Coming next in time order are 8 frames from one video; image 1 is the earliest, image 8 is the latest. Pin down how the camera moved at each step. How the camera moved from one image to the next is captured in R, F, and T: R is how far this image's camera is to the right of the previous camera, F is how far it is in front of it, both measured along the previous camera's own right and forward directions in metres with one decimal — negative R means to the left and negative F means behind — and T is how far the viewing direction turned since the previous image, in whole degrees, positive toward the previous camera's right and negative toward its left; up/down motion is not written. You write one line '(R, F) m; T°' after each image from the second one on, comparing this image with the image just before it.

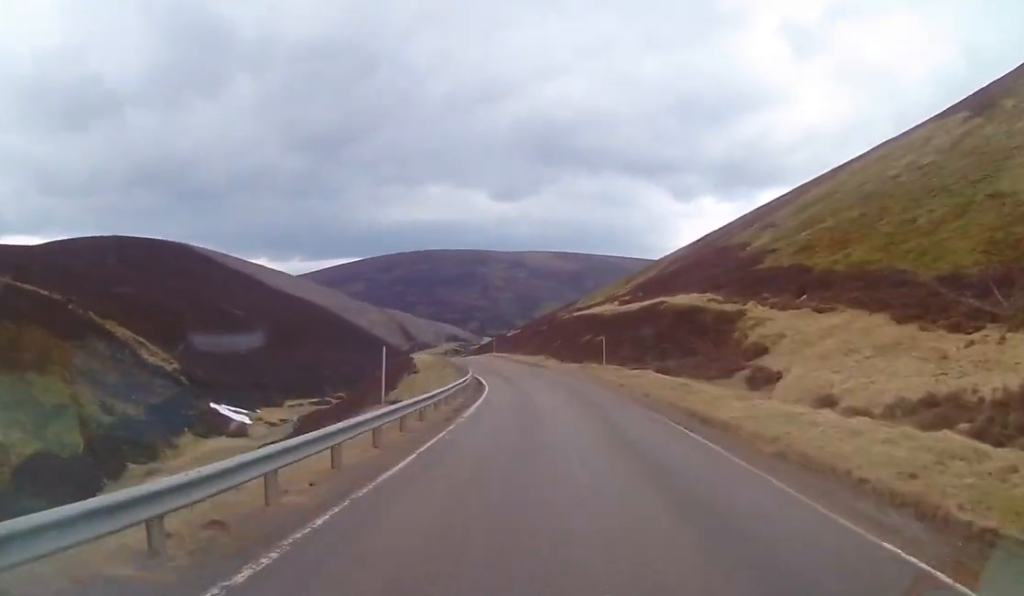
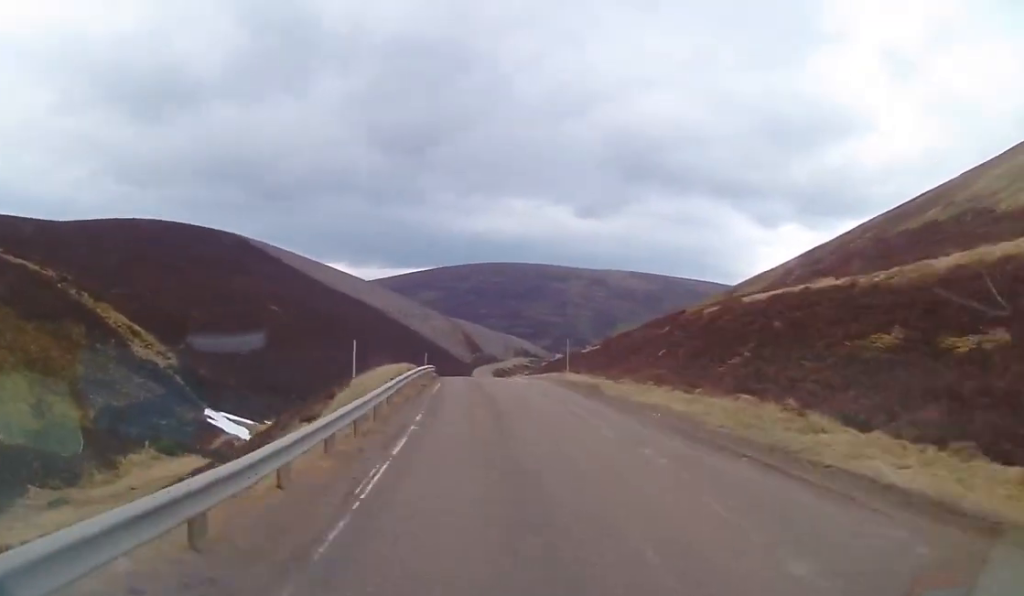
(-1.3, +44.6) m; -7°
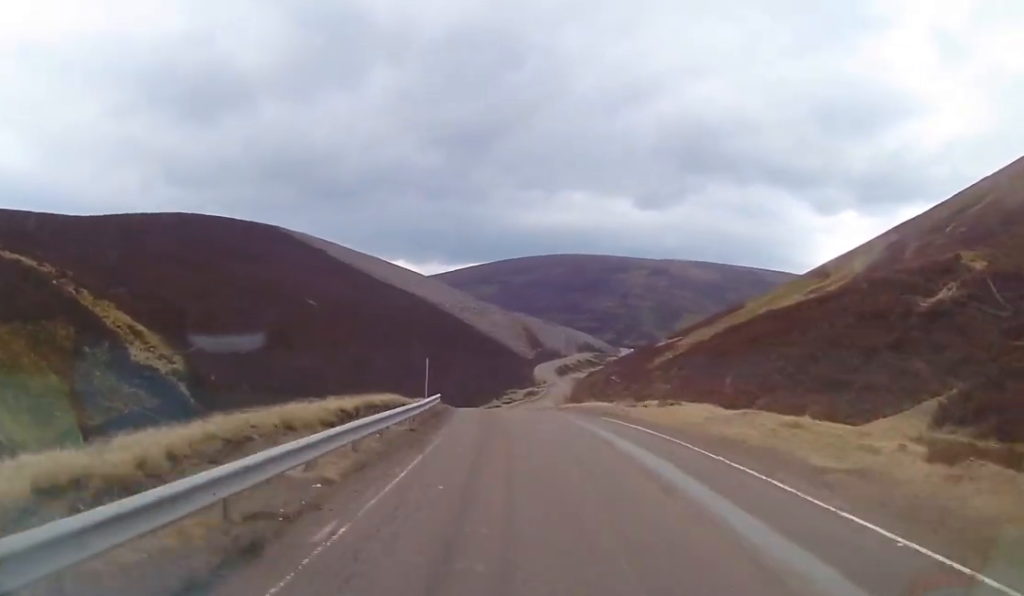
(-0.8, +31.3) m; -4°
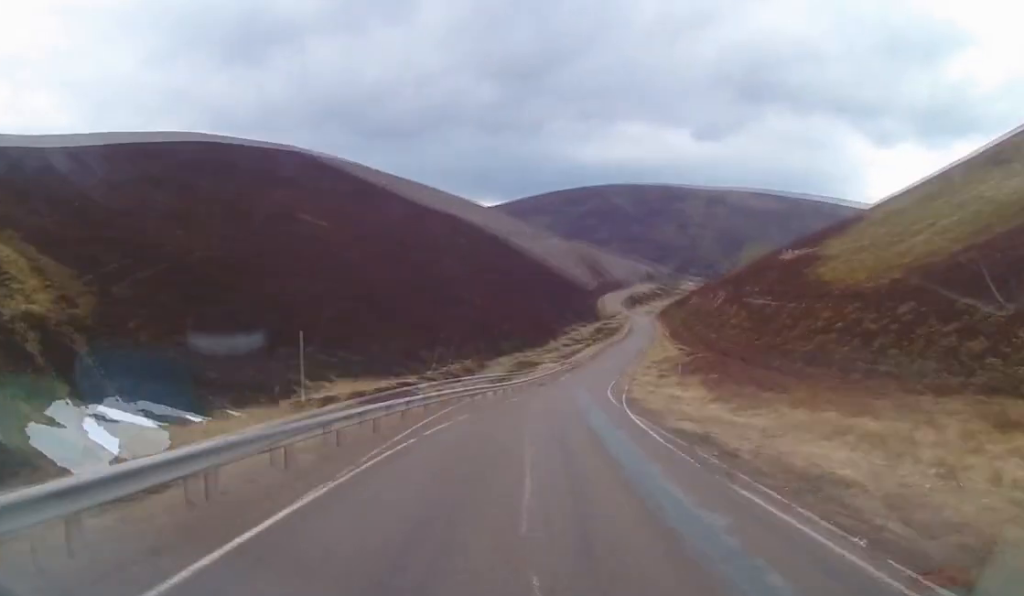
(+1.0, +80.7) m; +7°
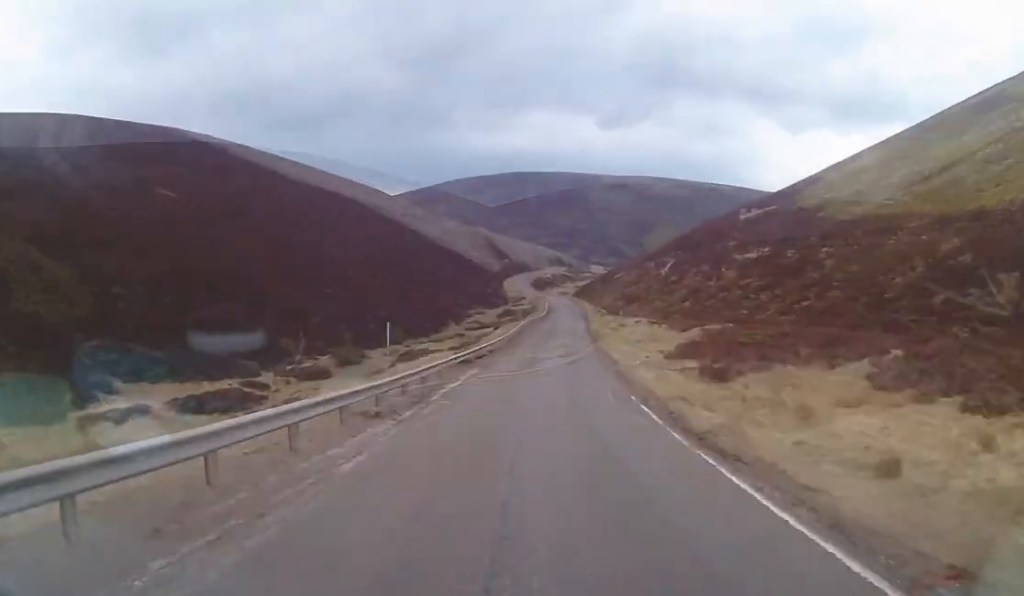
(+1.8, +33.6) m; +3°
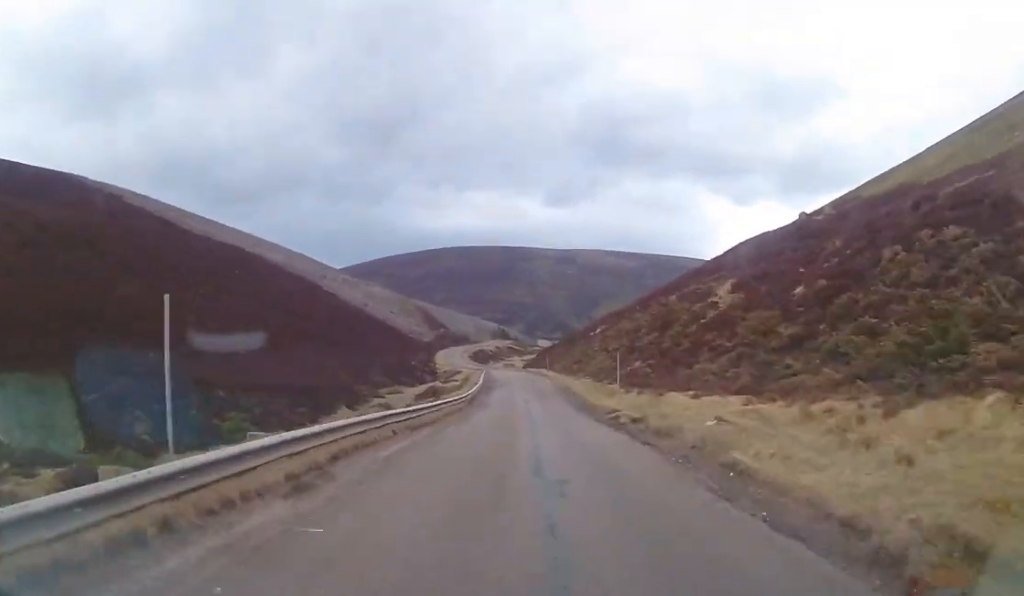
(+0.4, +55.9) m; 0°
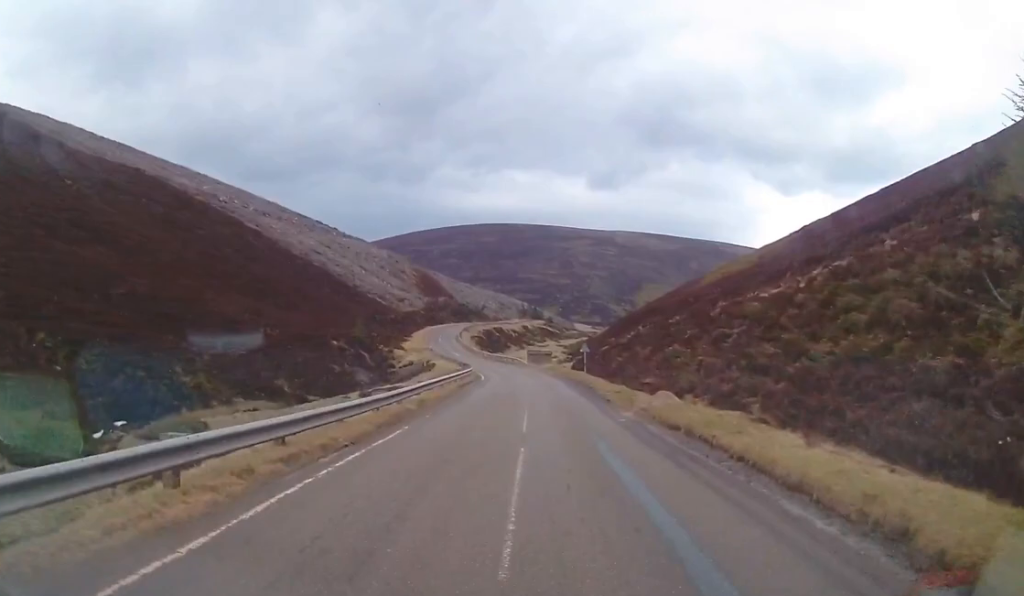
(-2.0, +102.5) m; -5°
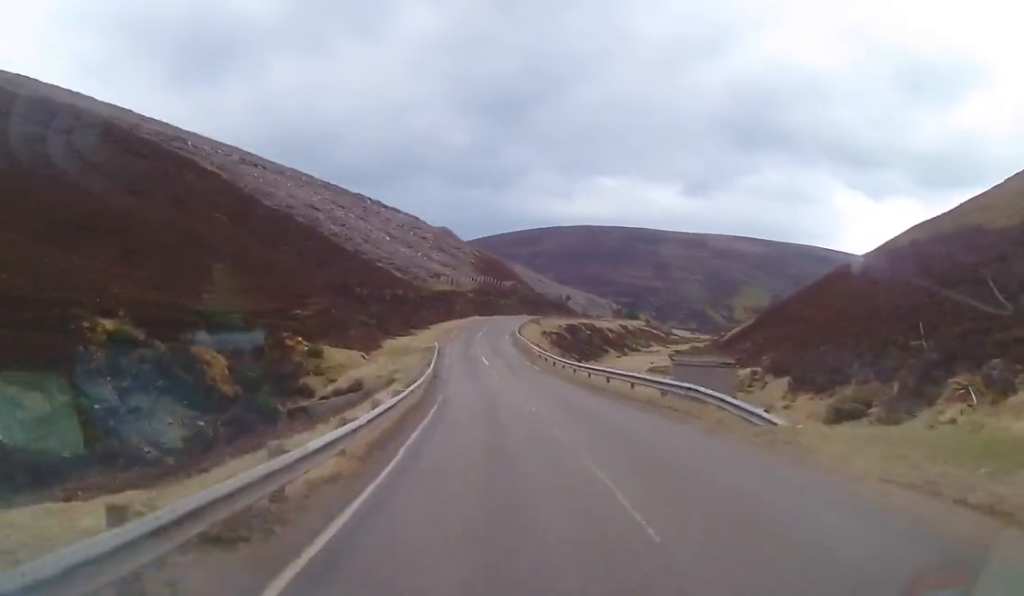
(-3.7, +65.8) m; -6°
